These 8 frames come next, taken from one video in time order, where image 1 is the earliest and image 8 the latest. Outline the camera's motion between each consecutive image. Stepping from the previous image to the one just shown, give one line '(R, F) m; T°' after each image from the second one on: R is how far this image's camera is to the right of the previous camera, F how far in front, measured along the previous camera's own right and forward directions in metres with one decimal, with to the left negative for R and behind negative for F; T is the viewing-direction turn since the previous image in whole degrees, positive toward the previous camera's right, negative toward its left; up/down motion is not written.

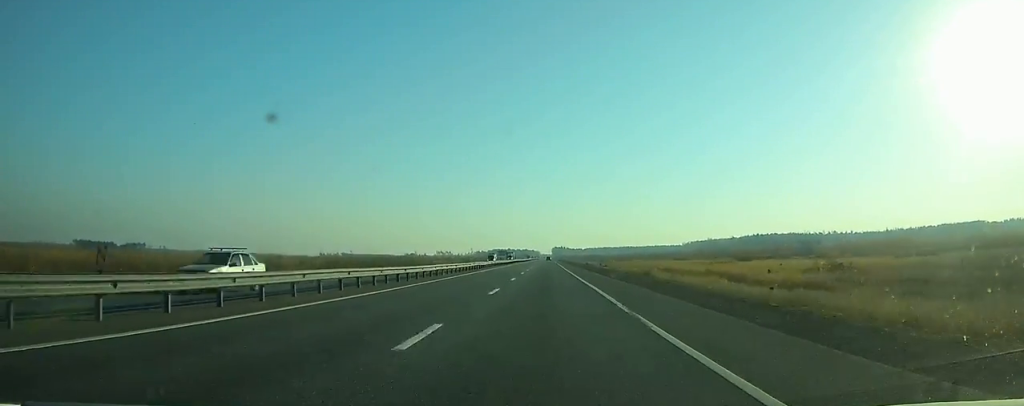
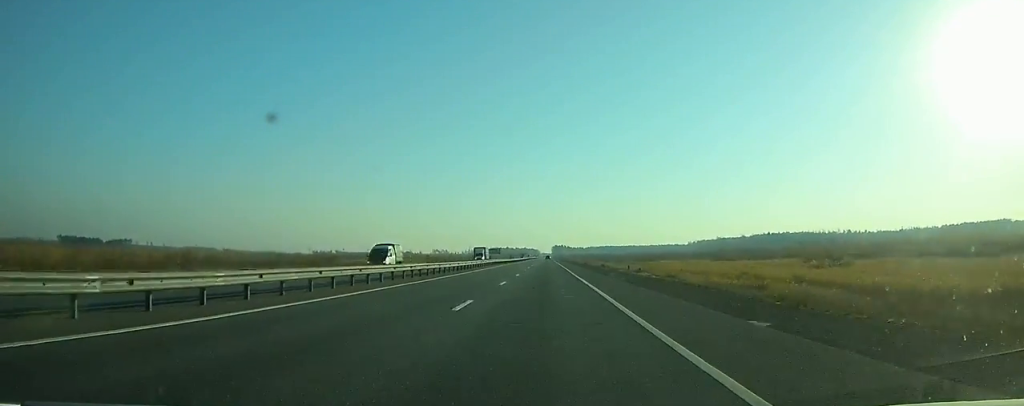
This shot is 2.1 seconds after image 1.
(0.0, +54.3) m; 0°
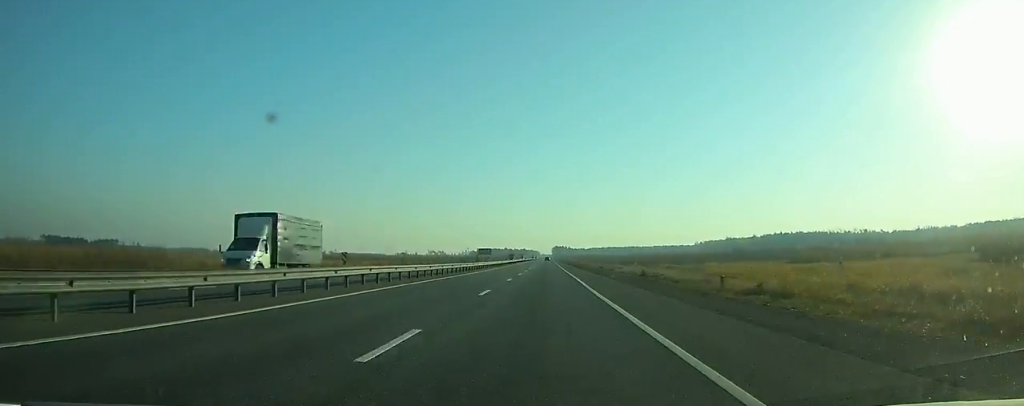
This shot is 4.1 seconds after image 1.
(-0.1, +54.1) m; 0°
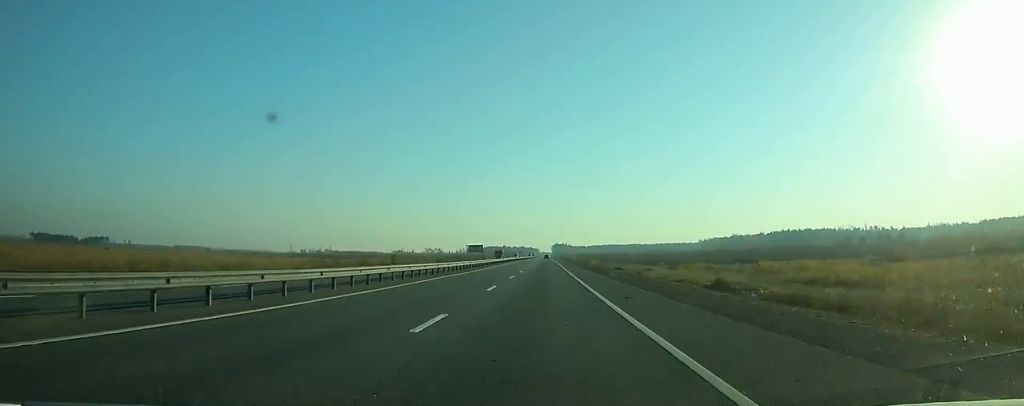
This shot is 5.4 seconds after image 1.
(0.0, +33.1) m; 0°
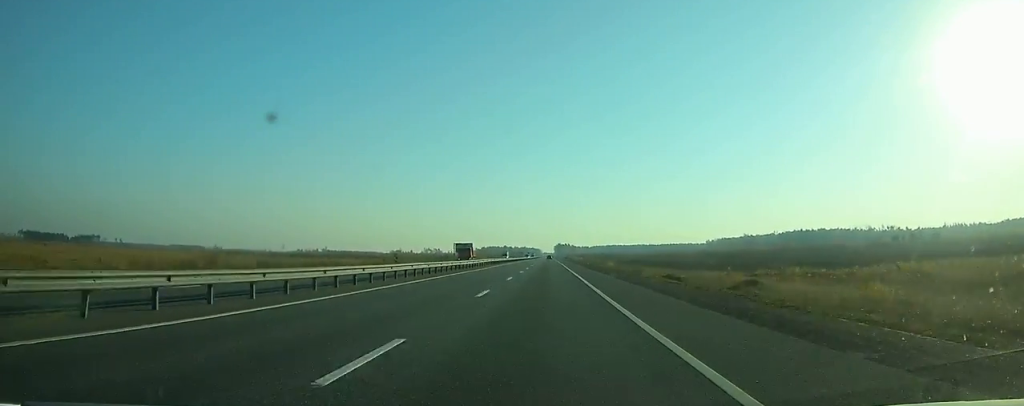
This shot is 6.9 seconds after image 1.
(-0.1, +39.8) m; 0°
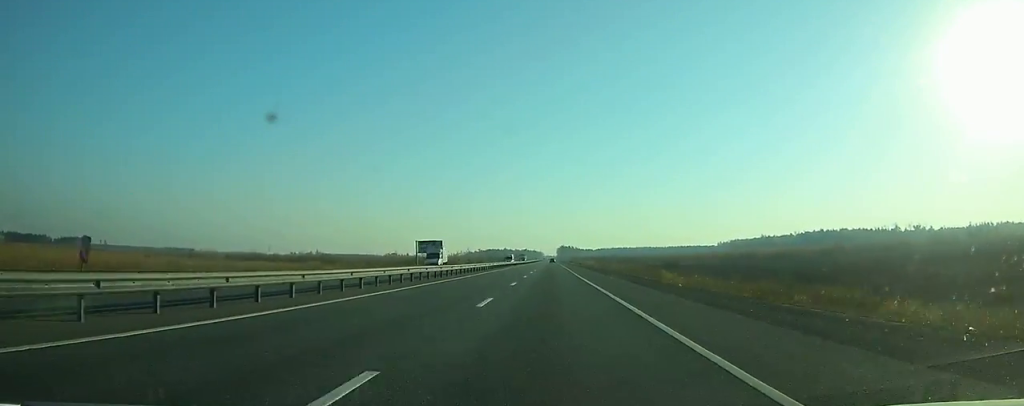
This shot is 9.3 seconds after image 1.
(0.0, +62.1) m; 0°
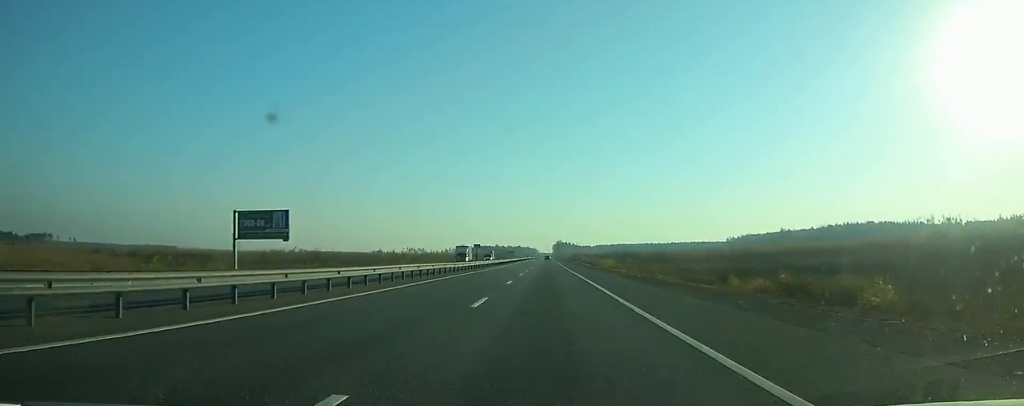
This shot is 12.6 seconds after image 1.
(0.0, +84.4) m; 0°
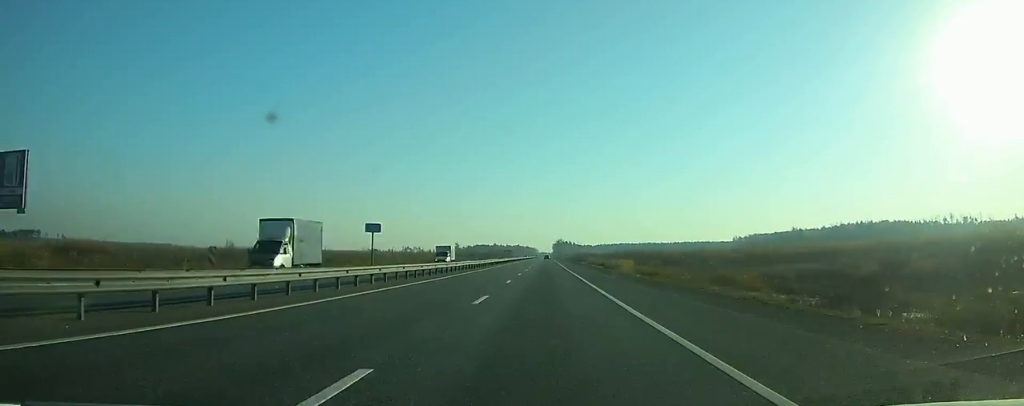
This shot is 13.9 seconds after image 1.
(0.0, +34.6) m; 0°
